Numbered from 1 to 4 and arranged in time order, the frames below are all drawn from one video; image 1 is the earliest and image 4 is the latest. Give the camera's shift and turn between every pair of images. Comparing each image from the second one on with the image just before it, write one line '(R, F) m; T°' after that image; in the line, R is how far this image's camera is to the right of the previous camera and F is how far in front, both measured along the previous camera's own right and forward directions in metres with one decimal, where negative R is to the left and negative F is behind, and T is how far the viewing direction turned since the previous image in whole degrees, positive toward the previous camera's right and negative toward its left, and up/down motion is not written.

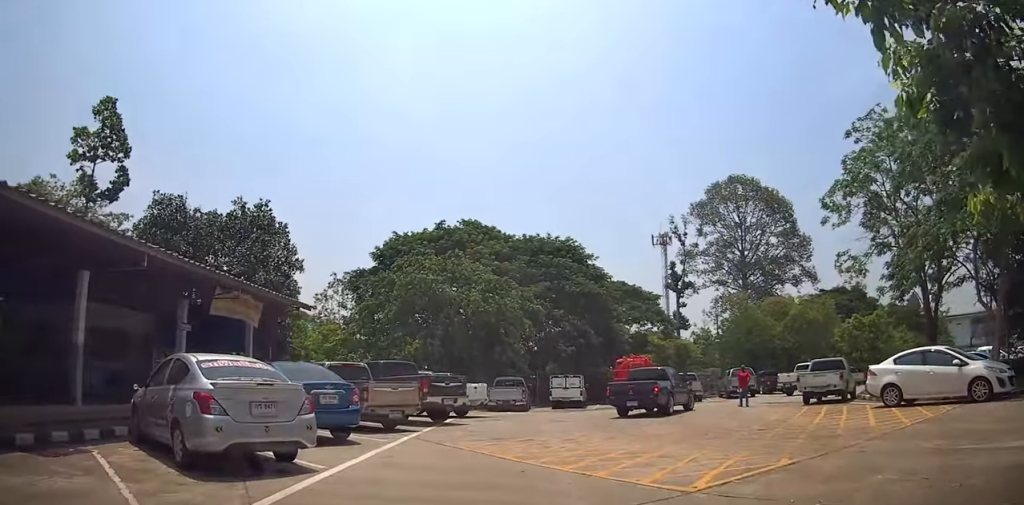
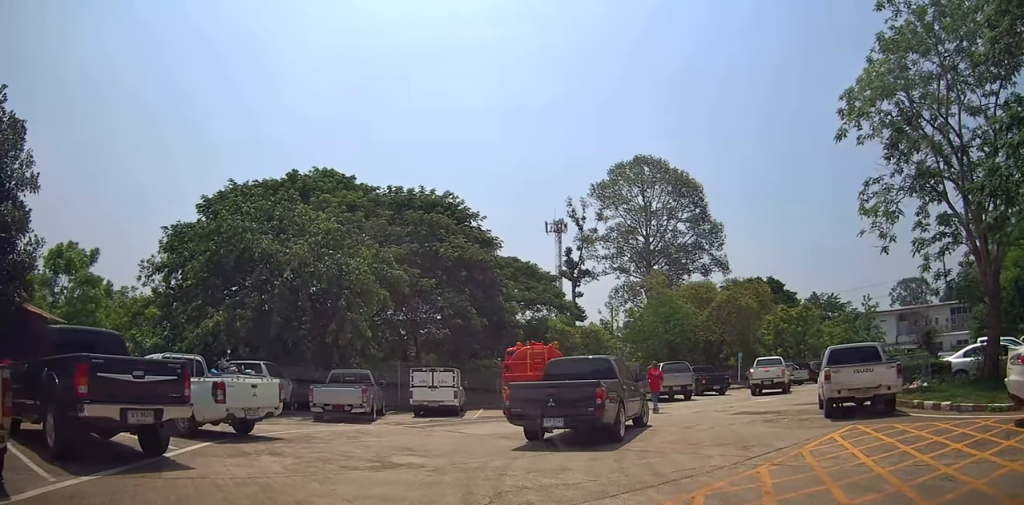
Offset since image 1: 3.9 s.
(+0.6, +14.5) m; +10°
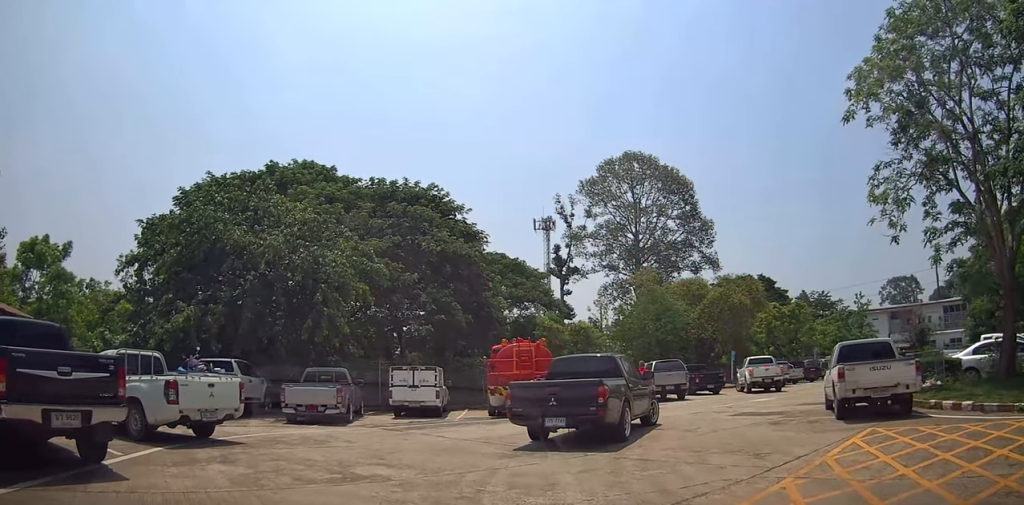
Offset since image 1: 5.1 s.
(+0.1, +2.5) m; 0°
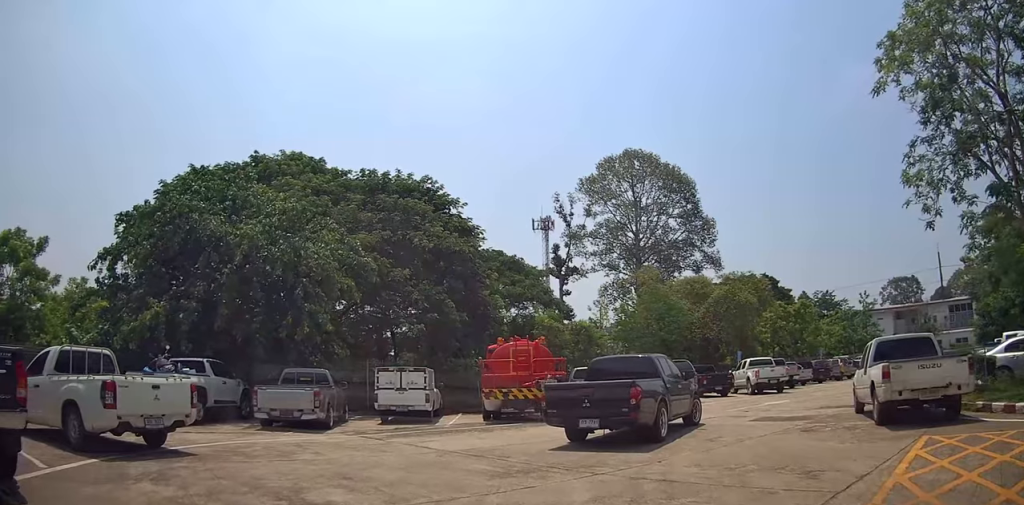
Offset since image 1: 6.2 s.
(-0.1, +2.5) m; +1°
